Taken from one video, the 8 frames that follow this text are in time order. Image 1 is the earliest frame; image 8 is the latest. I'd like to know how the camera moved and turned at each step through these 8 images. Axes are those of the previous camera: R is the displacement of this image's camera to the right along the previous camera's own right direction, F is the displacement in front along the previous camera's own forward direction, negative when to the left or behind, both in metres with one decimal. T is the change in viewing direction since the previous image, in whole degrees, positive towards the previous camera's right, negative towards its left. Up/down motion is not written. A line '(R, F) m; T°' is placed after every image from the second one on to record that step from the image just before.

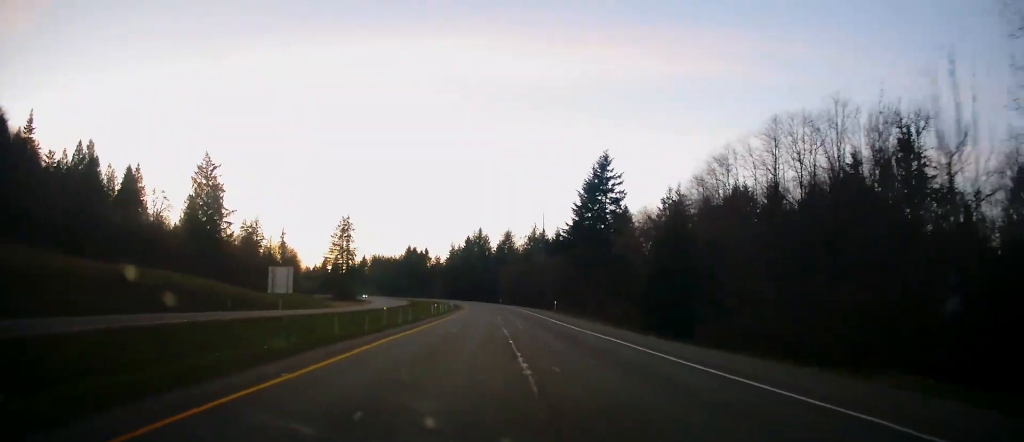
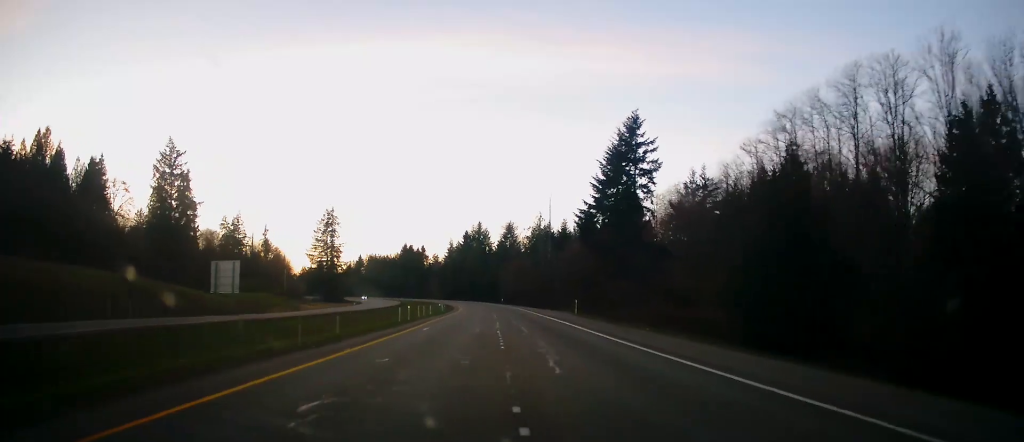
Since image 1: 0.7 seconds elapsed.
(0.0, +19.2) m; 0°
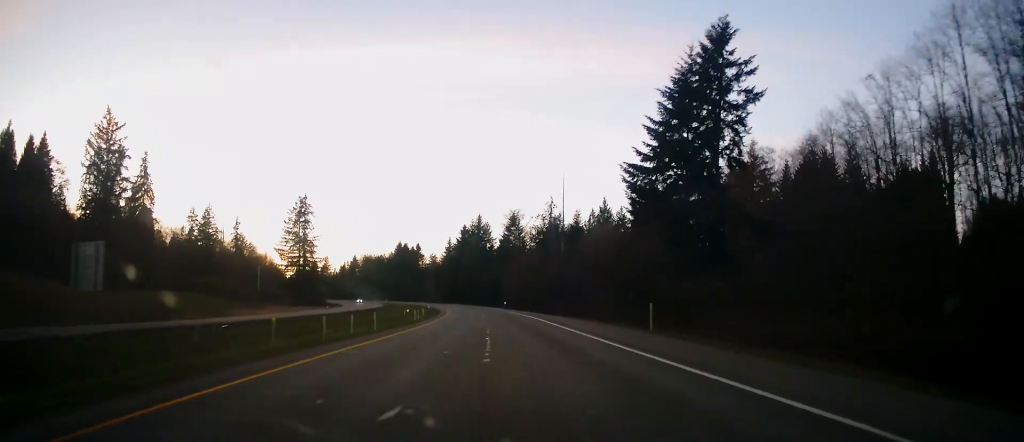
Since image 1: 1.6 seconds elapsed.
(0.0, +26.9) m; 0°
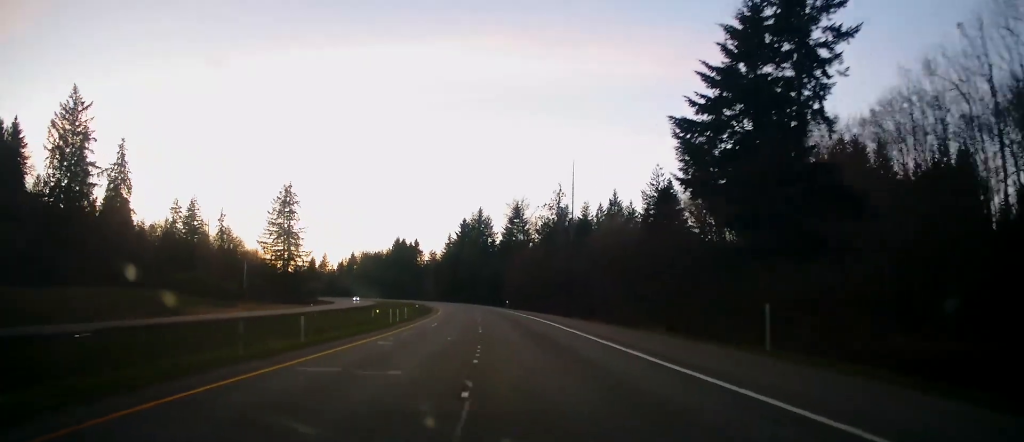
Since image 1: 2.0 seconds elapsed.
(0.0, +12.5) m; 0°
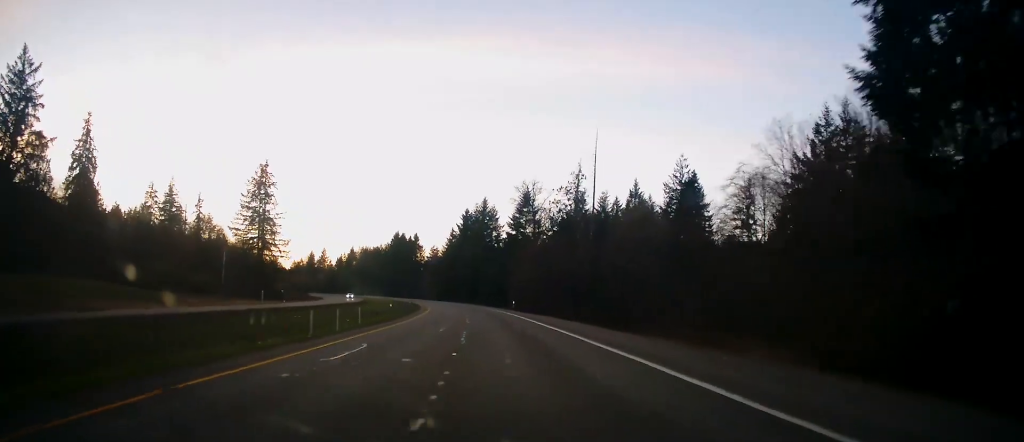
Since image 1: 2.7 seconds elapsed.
(0.0, +18.2) m; 0°
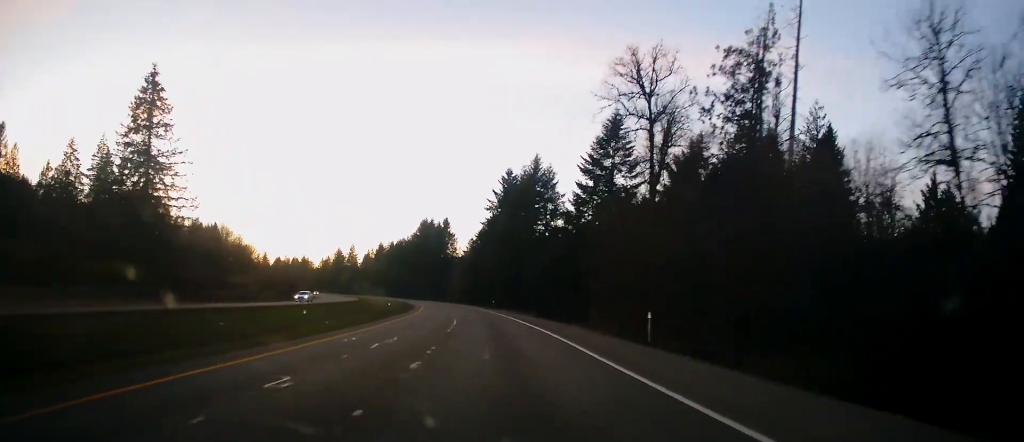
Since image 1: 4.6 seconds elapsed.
(0.0, +55.7) m; 0°
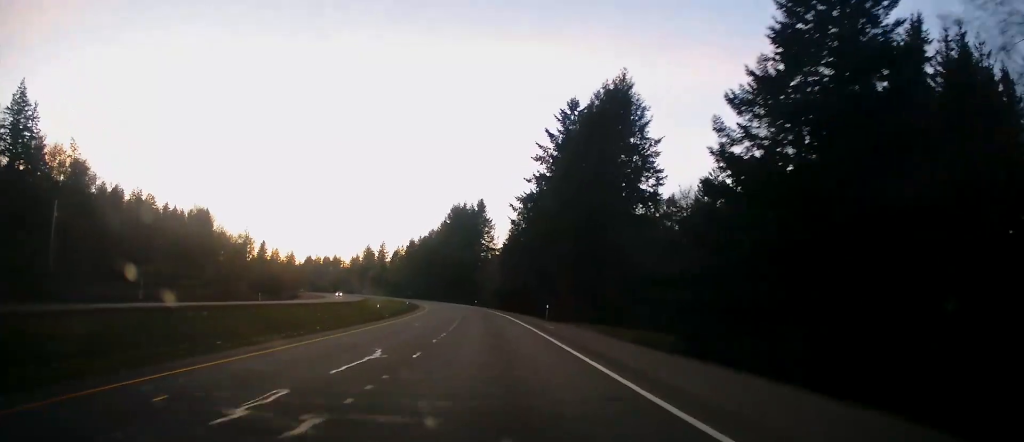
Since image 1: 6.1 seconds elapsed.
(-0.9, +42.2) m; -4°
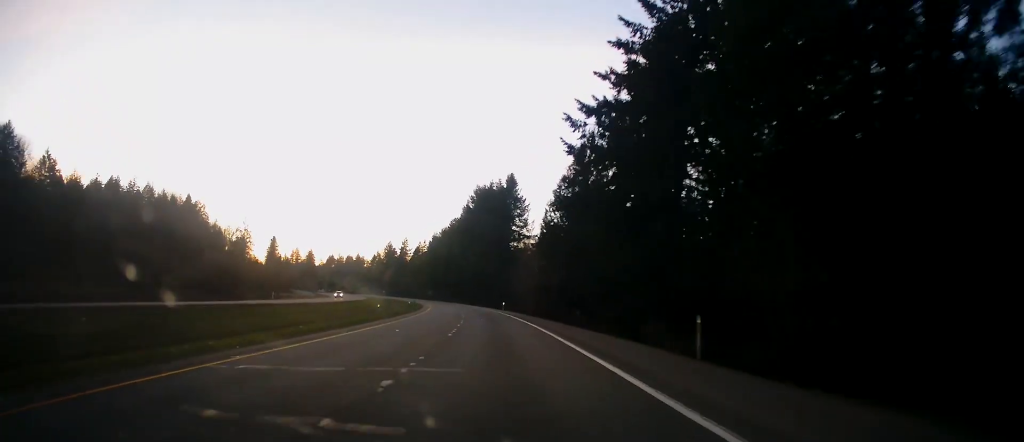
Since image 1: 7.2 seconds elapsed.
(-1.6, +33.7) m; -4°
